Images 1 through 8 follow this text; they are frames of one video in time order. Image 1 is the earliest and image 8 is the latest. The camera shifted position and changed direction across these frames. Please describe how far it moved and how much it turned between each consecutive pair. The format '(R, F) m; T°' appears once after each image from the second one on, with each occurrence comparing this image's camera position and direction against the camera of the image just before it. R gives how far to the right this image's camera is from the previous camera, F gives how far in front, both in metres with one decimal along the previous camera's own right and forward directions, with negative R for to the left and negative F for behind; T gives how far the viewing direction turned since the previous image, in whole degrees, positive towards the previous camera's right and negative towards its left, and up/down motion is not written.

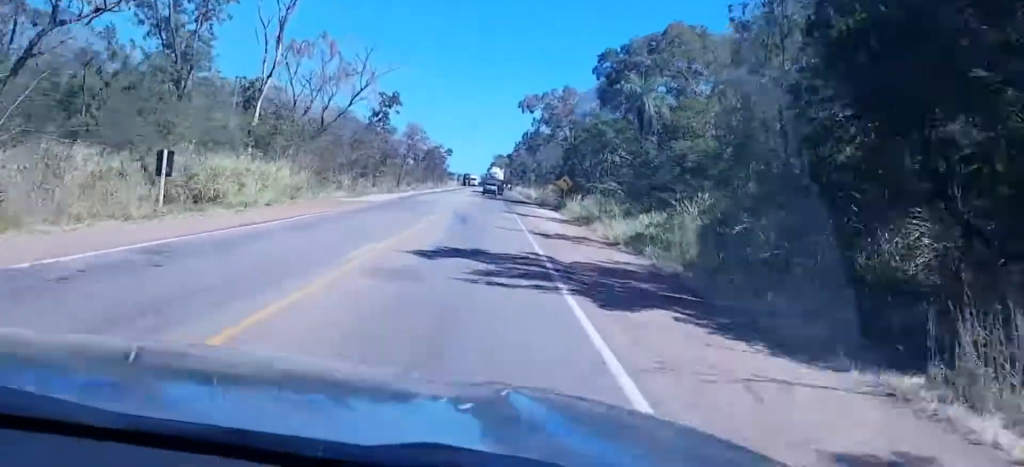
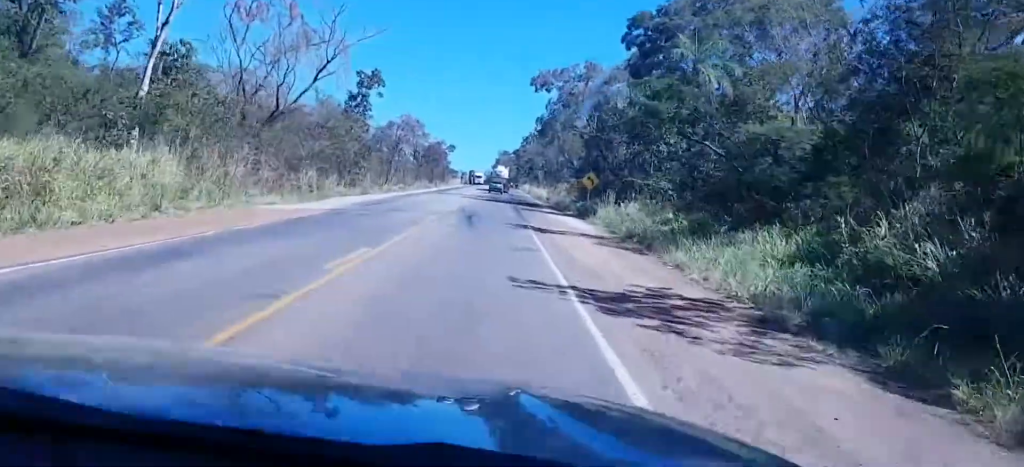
(+0.3, +17.9) m; -1°
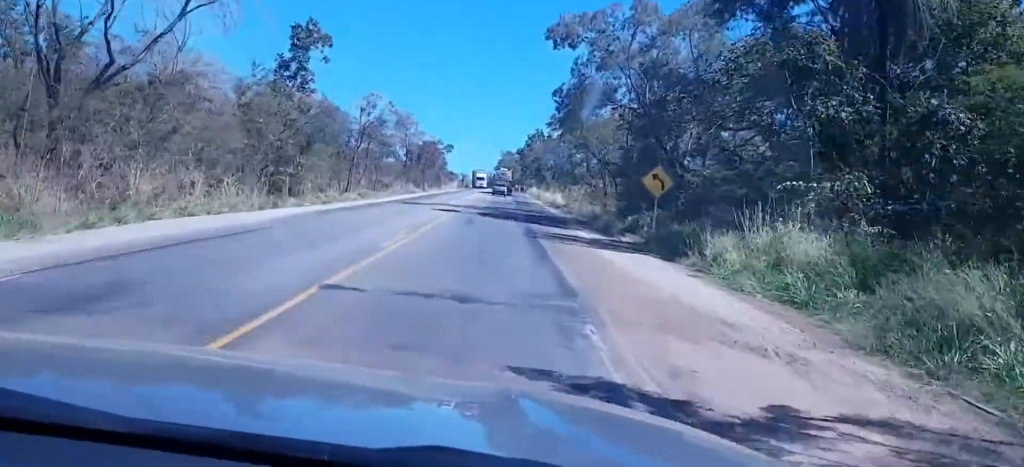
(-0.9, +26.4) m; -1°
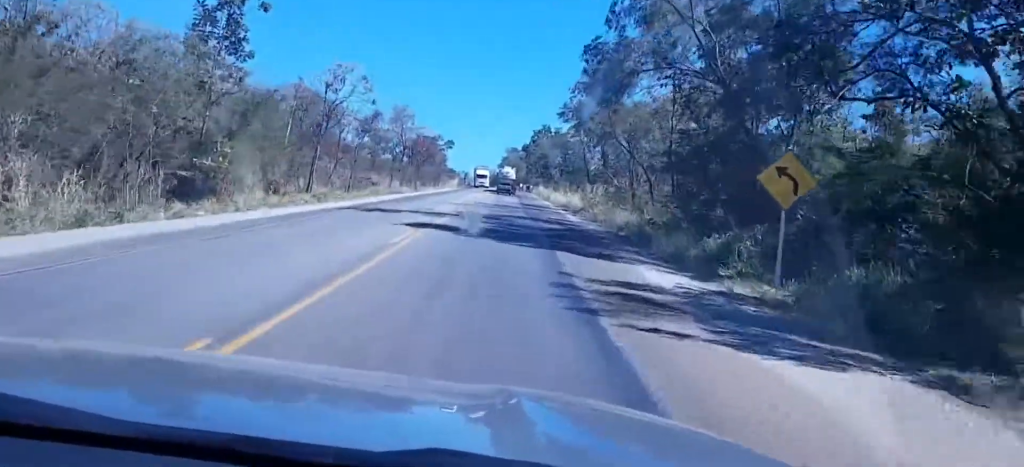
(+0.3, +15.8) m; +1°
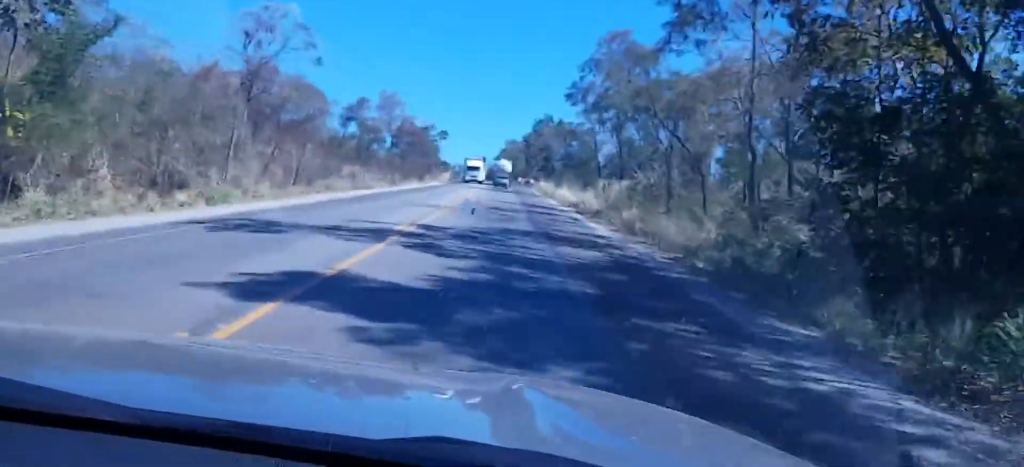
(+0.1, +16.5) m; -1°
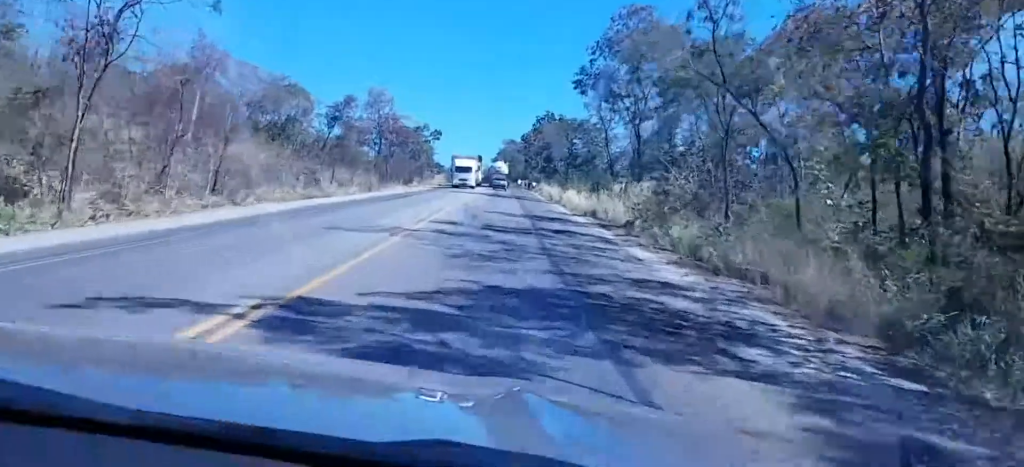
(-0.4, +14.5) m; 0°
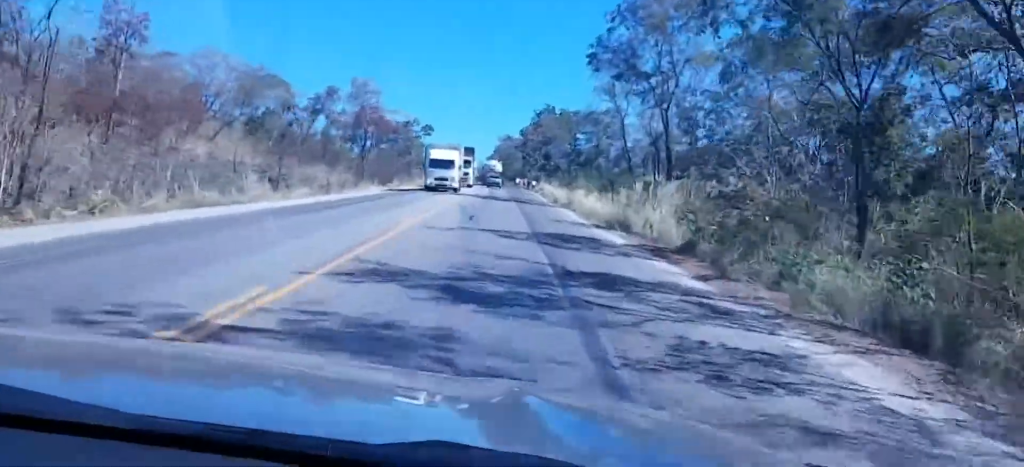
(+0.6, +15.0) m; +1°
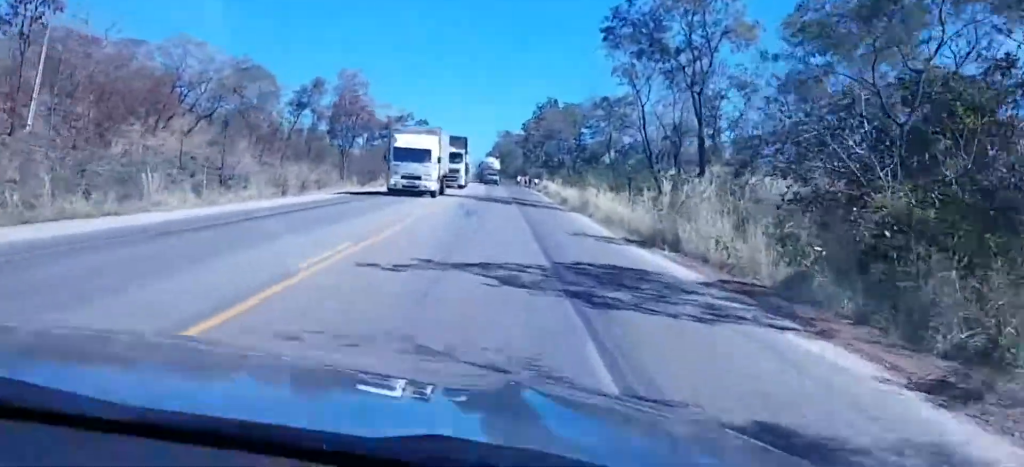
(-0.3, +10.5) m; 0°
